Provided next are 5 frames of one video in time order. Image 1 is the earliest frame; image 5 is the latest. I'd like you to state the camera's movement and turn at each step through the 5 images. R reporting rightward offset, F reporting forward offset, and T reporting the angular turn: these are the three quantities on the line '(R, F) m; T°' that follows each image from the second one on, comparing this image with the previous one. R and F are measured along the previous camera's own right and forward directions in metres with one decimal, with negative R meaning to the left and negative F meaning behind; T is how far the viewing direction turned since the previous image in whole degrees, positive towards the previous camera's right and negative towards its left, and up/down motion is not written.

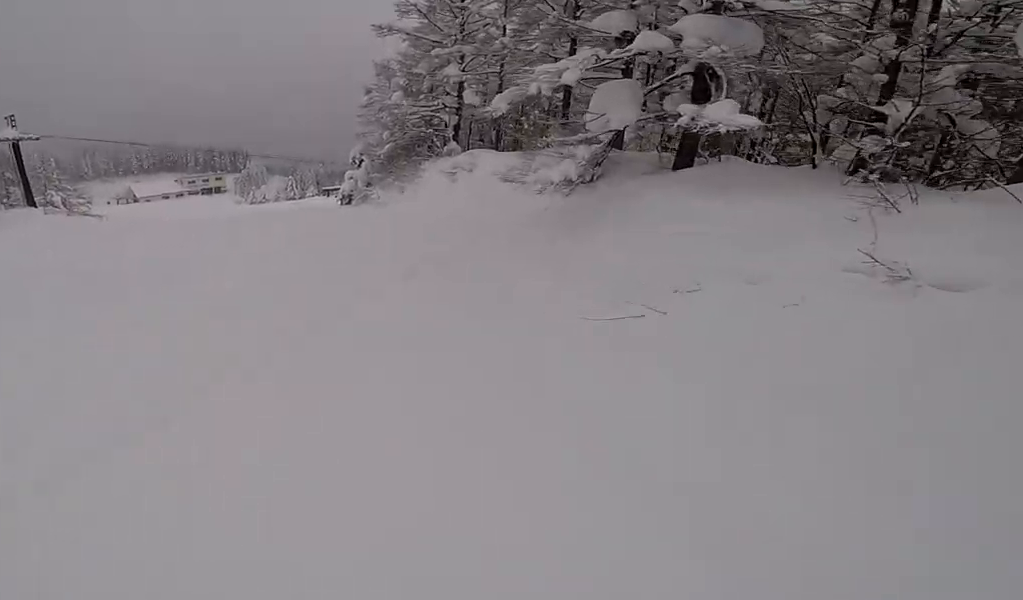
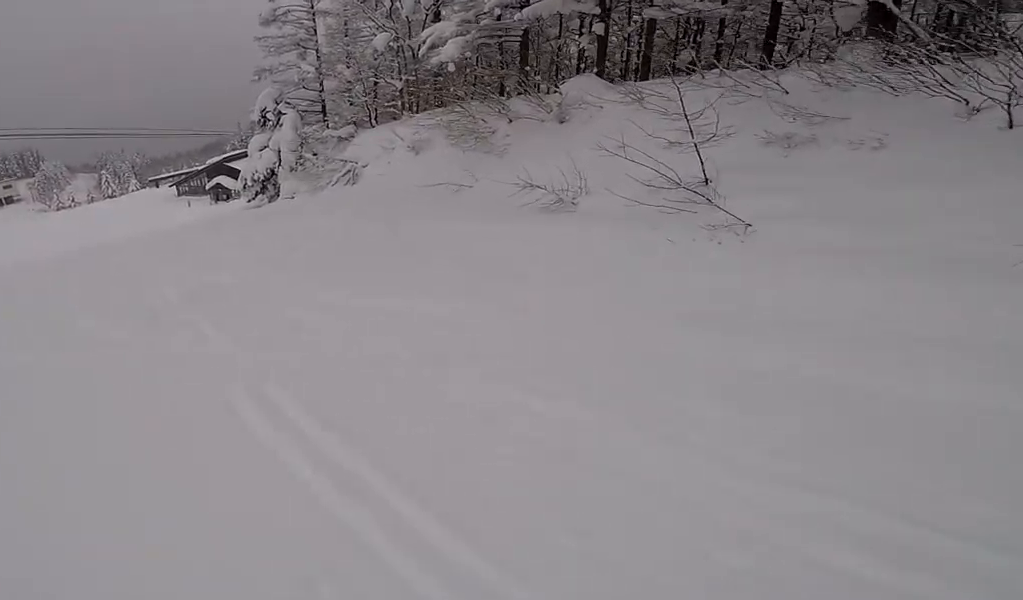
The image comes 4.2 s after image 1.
(-3.4, +22.2) m; +1°
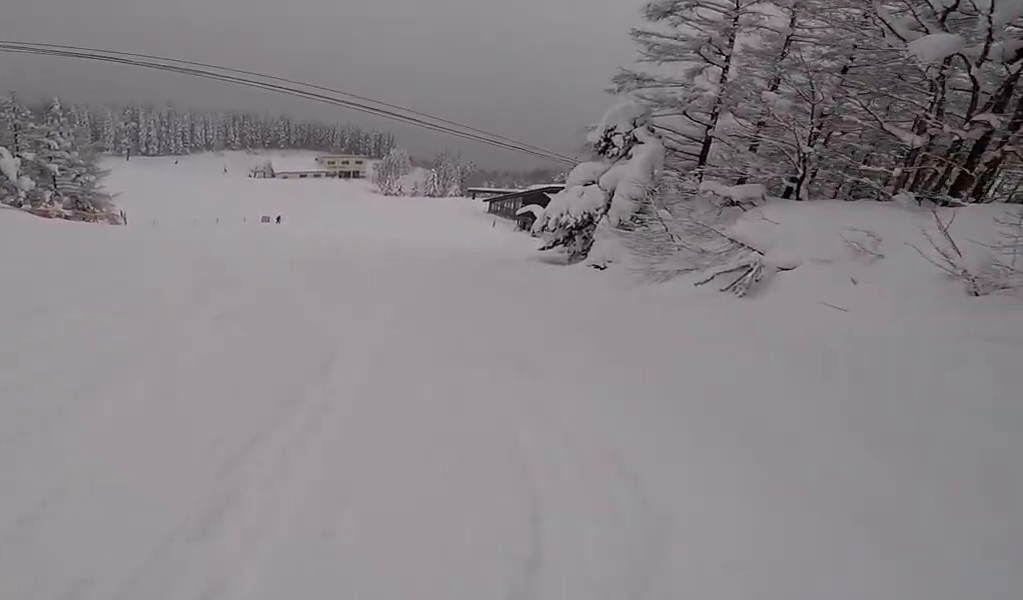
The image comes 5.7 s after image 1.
(+0.2, +8.1) m; -13°
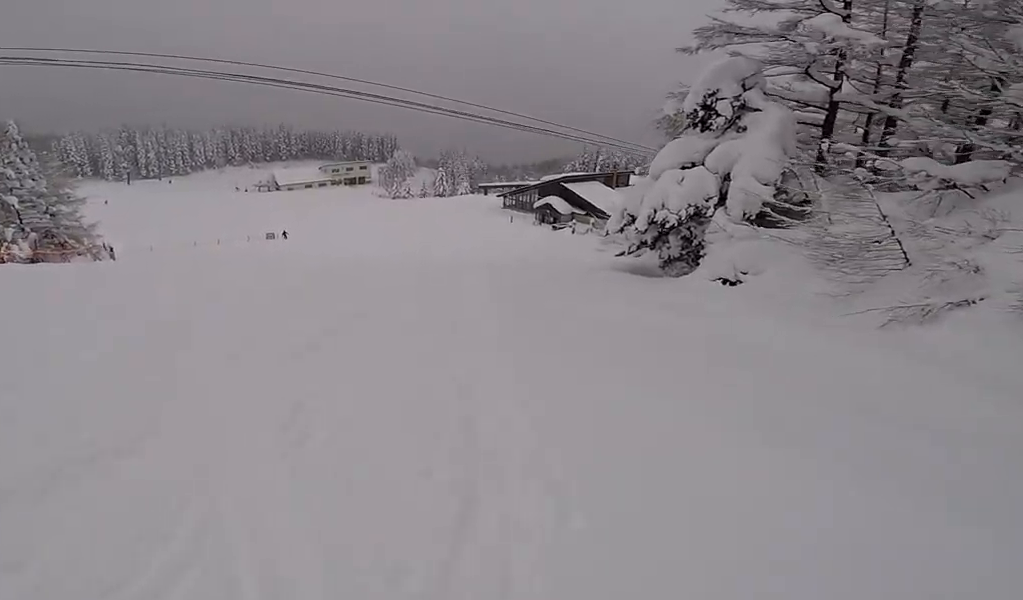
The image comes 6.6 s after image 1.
(-1.3, +5.4) m; -4°
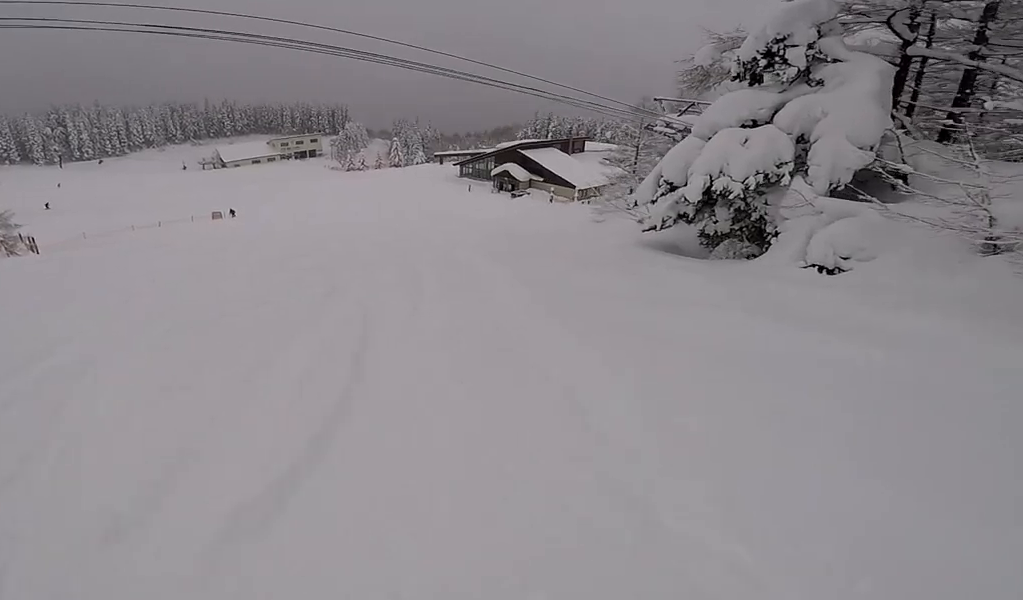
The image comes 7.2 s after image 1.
(+0.6, +3.8) m; +3°
